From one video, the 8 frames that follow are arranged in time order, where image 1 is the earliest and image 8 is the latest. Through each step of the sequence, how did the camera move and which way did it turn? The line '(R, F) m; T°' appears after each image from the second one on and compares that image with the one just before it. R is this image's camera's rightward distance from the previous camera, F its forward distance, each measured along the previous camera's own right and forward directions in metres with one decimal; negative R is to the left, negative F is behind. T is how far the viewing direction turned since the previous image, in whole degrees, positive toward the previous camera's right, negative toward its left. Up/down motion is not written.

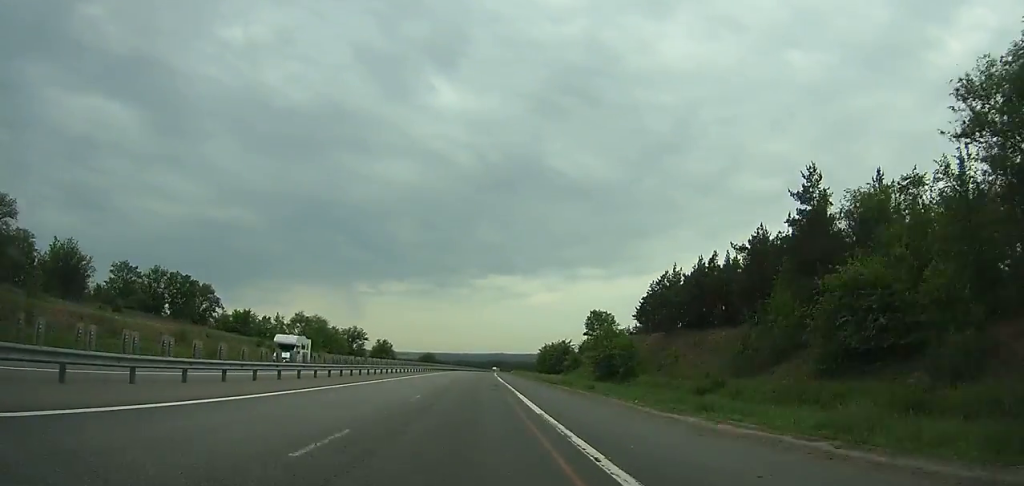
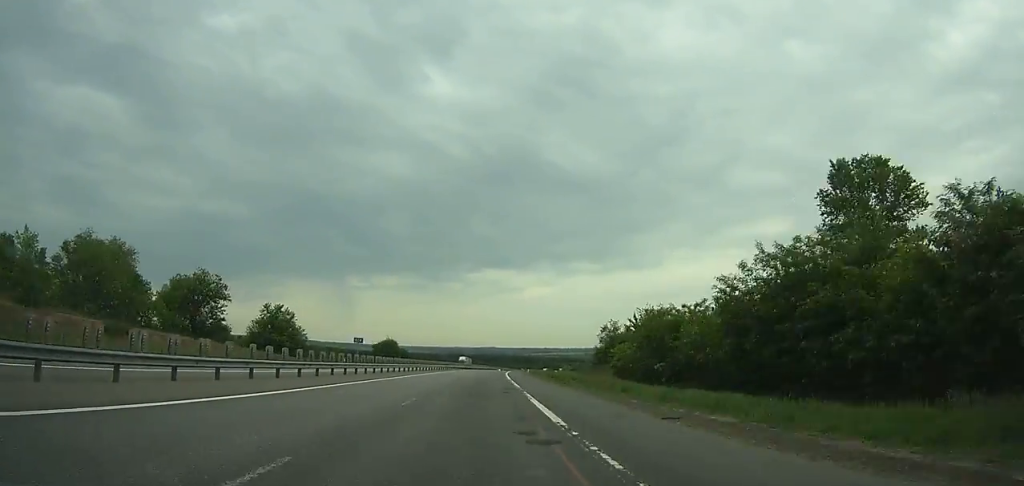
(+0.3, +98.9) m; +1°
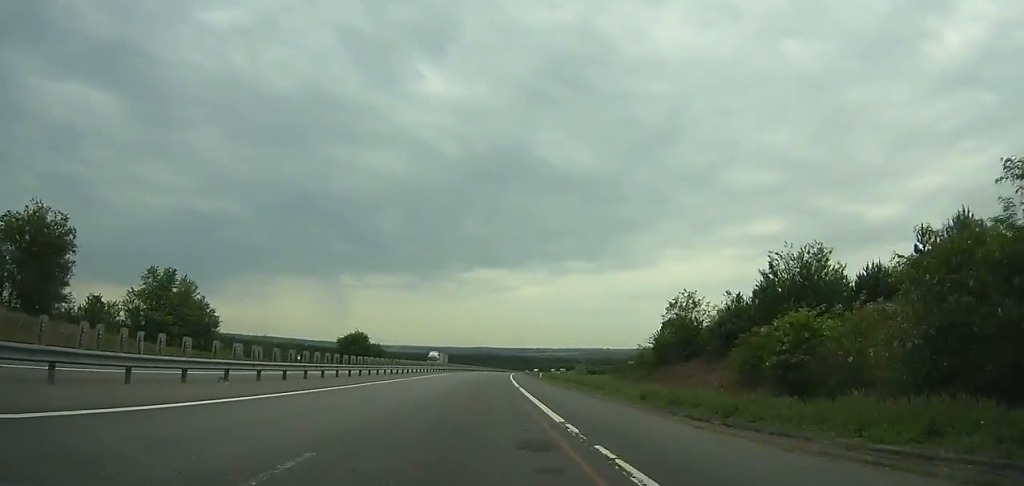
(-0.1, +35.6) m; +1°
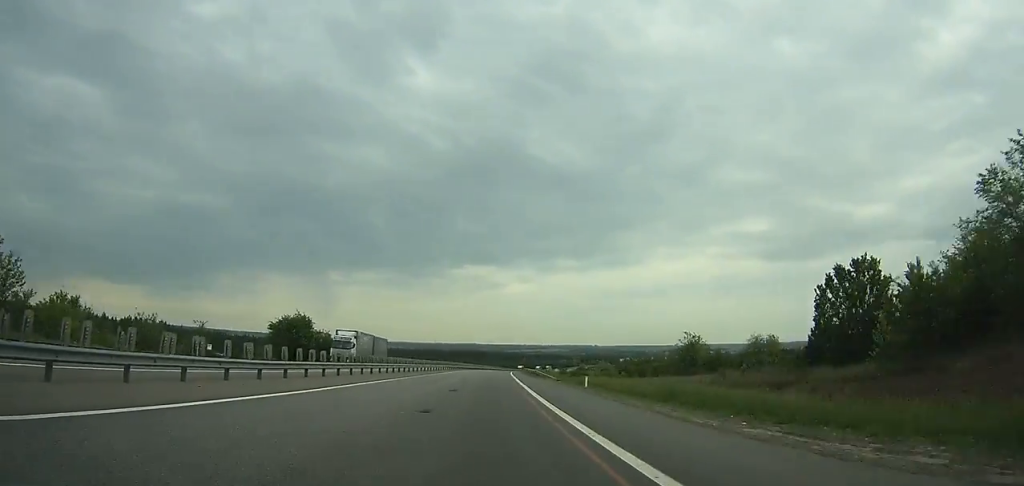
(+0.4, +38.0) m; +1°
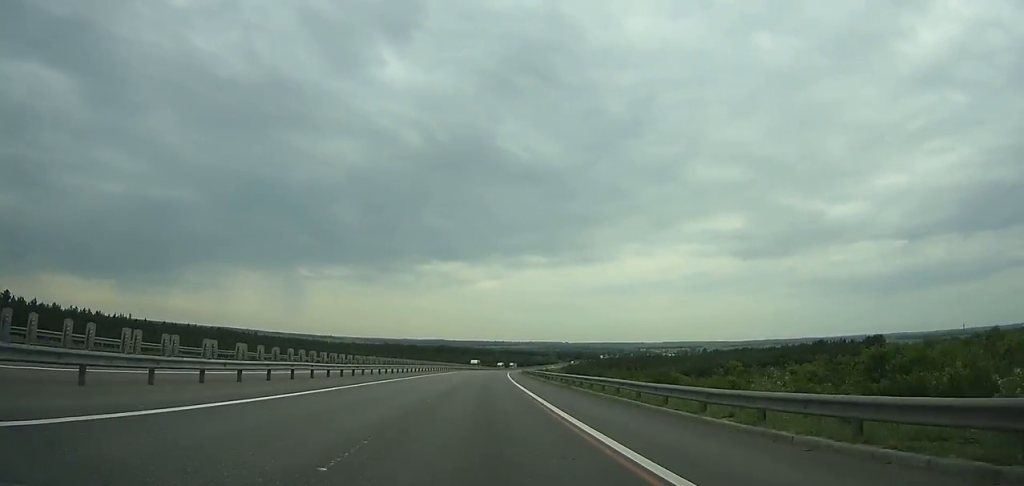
(+1.9, +92.1) m; +2°
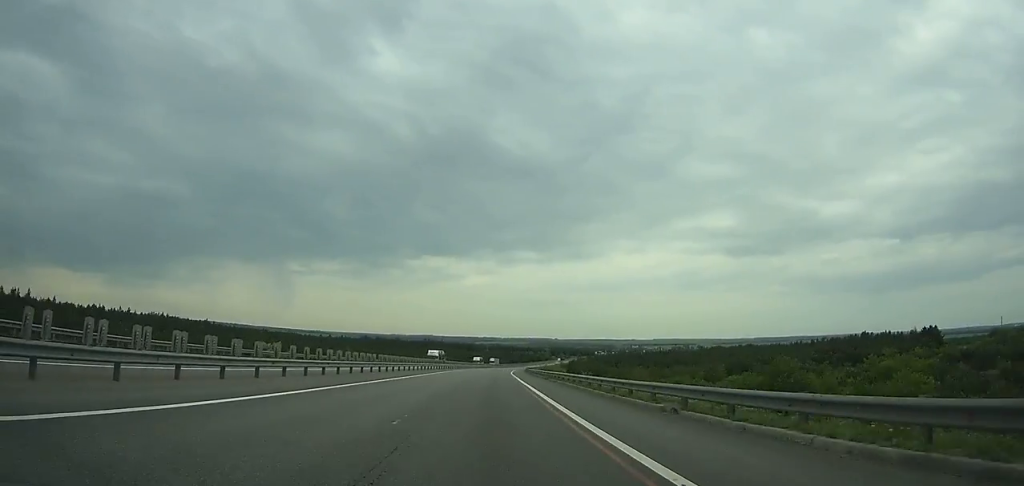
(+0.7, +54.1) m; +2°
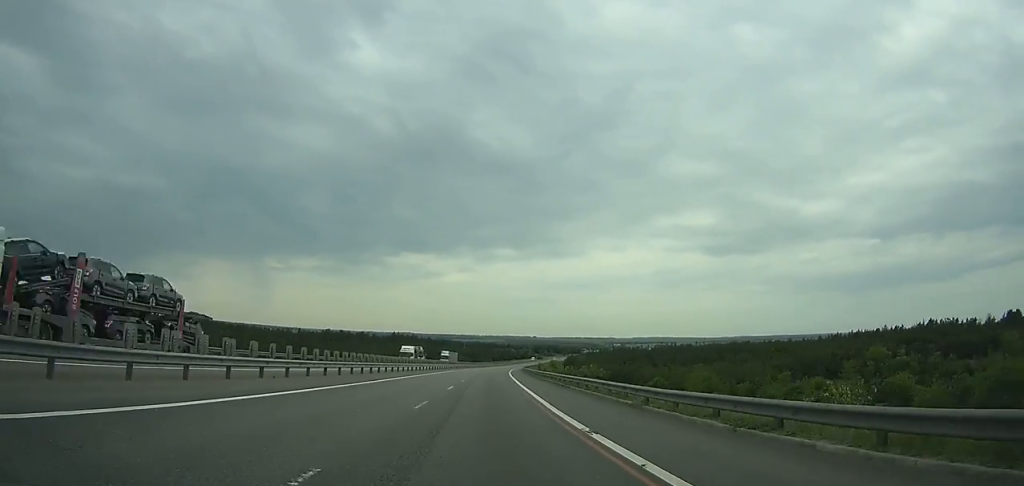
(+0.9, +67.7) m; +2°
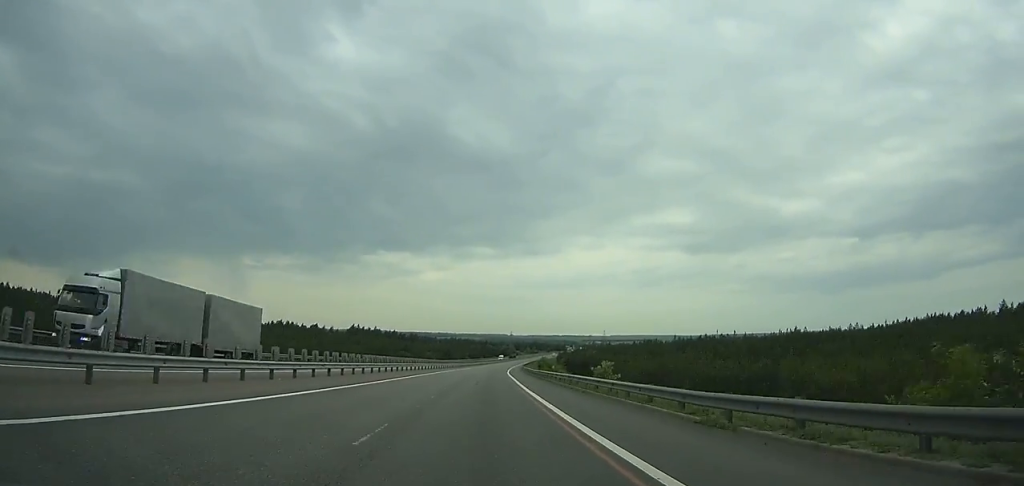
(+1.6, +78.9) m; +2°
